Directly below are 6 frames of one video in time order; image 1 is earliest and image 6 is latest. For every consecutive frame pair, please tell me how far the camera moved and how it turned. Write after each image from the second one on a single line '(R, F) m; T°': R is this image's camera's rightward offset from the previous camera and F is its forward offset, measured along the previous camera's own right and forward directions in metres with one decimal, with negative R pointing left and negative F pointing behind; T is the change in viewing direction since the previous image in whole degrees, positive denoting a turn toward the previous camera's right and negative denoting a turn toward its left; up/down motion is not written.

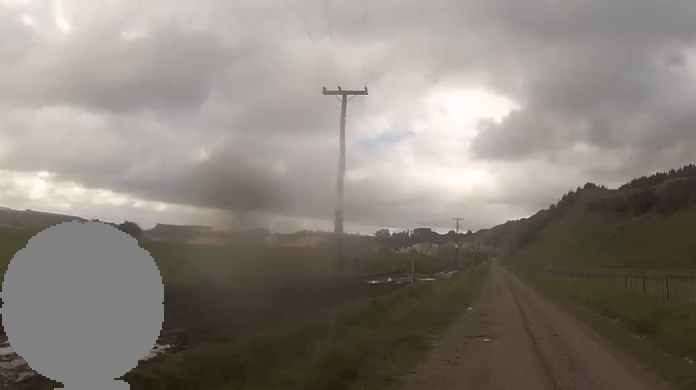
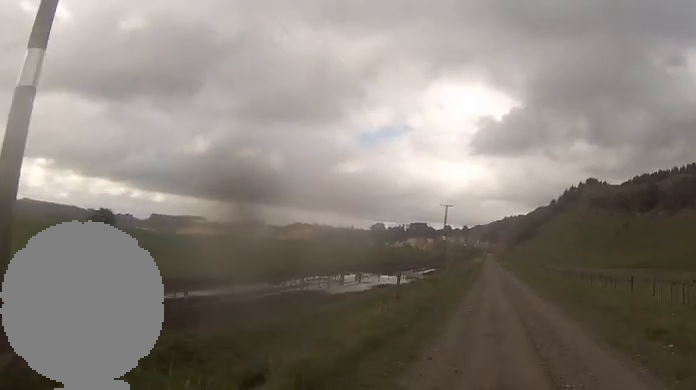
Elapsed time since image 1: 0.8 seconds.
(+1.0, +17.5) m; +3°
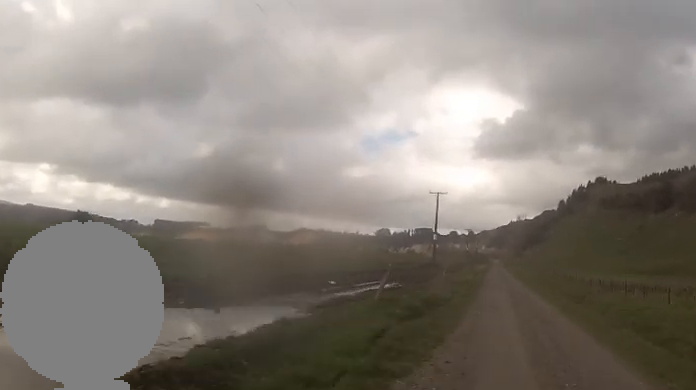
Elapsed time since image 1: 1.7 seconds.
(+0.1, +19.9) m; -2°
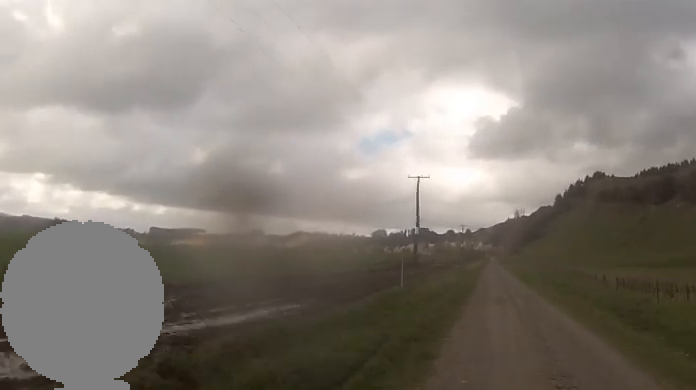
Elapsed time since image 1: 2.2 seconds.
(-0.5, +11.8) m; 0°
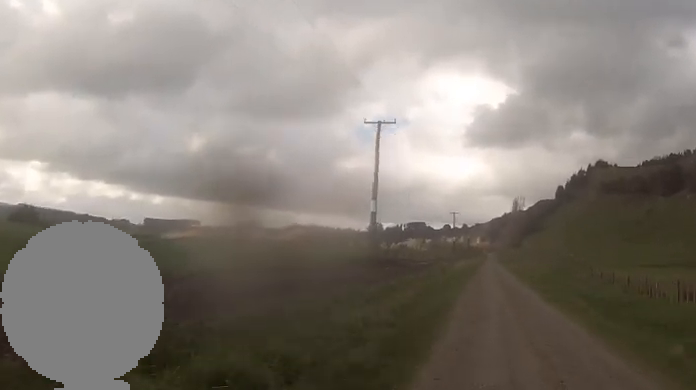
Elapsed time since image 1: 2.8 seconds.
(-0.4, +15.7) m; 0°
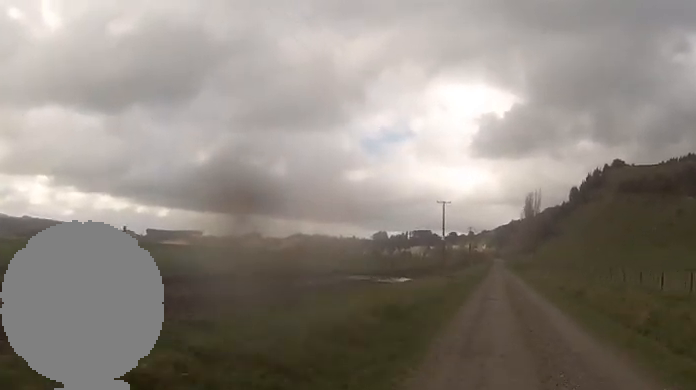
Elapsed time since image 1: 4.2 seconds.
(0.0, +31.7) m; -1°
